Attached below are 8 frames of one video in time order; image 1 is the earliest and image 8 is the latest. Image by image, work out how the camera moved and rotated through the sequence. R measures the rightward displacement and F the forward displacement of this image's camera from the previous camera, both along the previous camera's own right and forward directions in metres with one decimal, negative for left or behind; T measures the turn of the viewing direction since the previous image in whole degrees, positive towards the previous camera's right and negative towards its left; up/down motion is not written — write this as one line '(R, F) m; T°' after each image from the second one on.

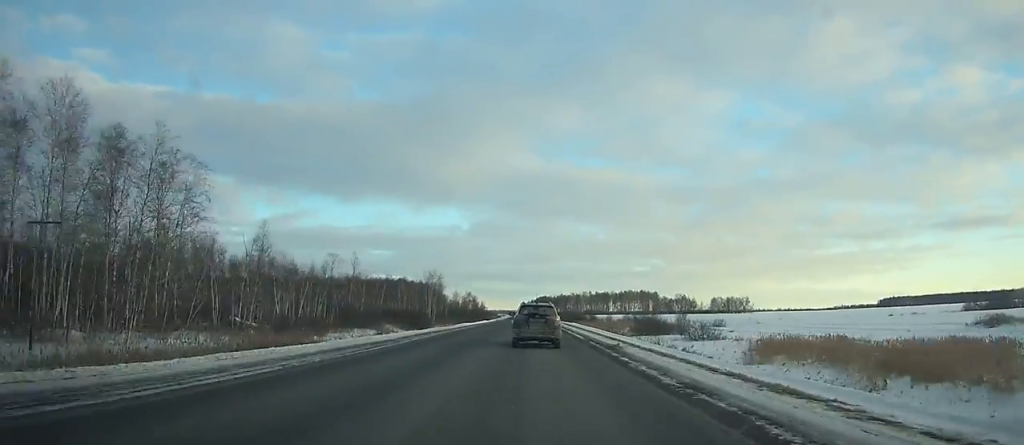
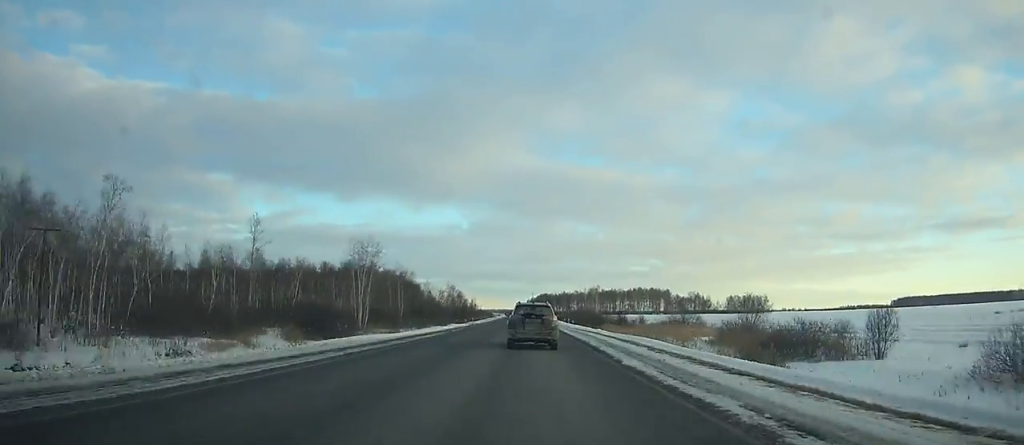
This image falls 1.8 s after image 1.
(0.0, +49.5) m; 0°
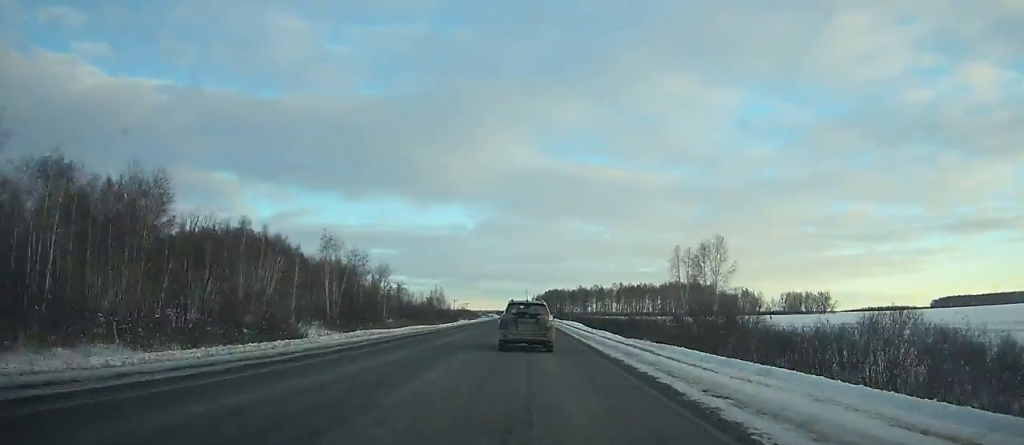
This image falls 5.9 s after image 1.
(-0.4, +111.7) m; 0°
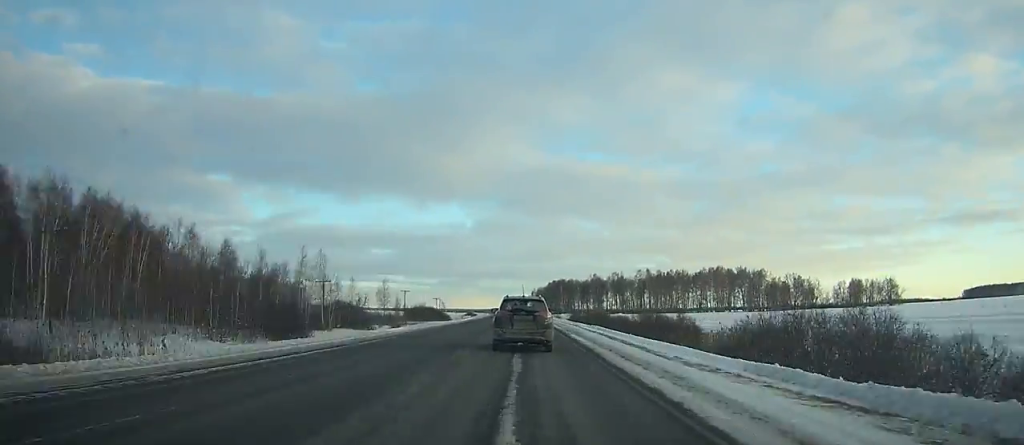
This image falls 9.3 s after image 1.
(-0.2, +90.9) m; 0°
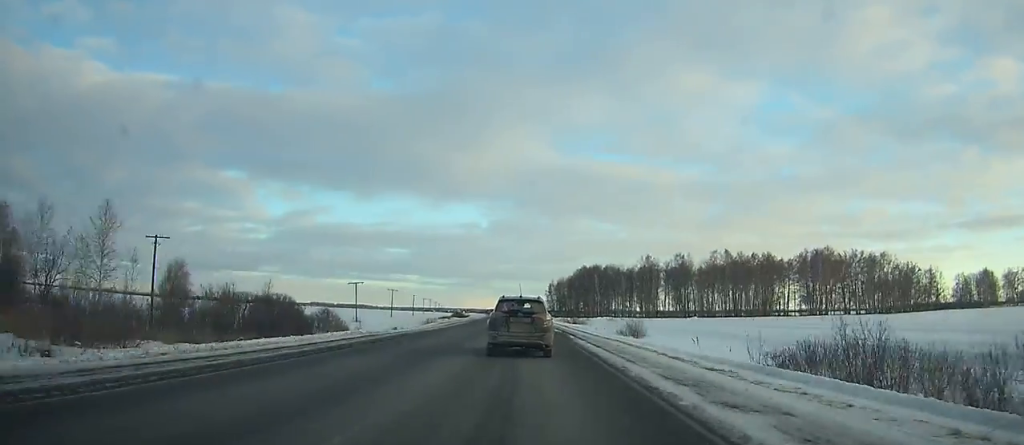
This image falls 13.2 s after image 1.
(-0.6, +101.9) m; -1°
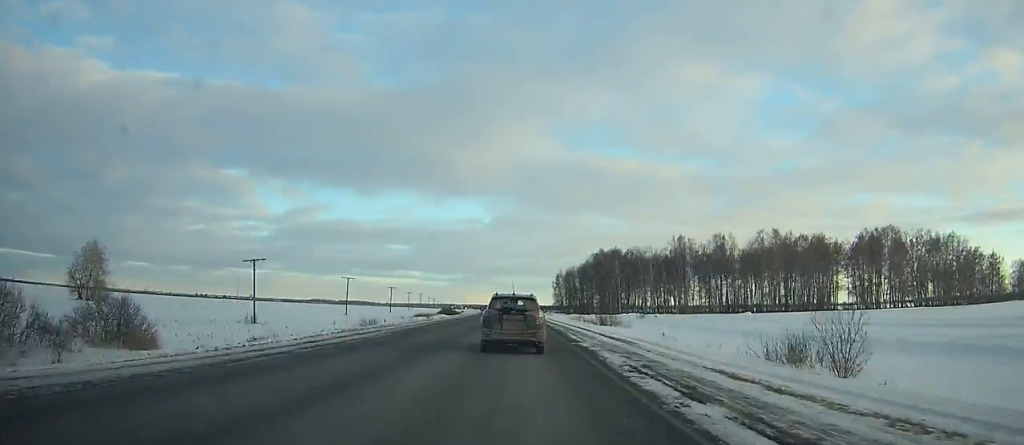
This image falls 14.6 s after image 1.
(-0.2, +36.0) m; -1°
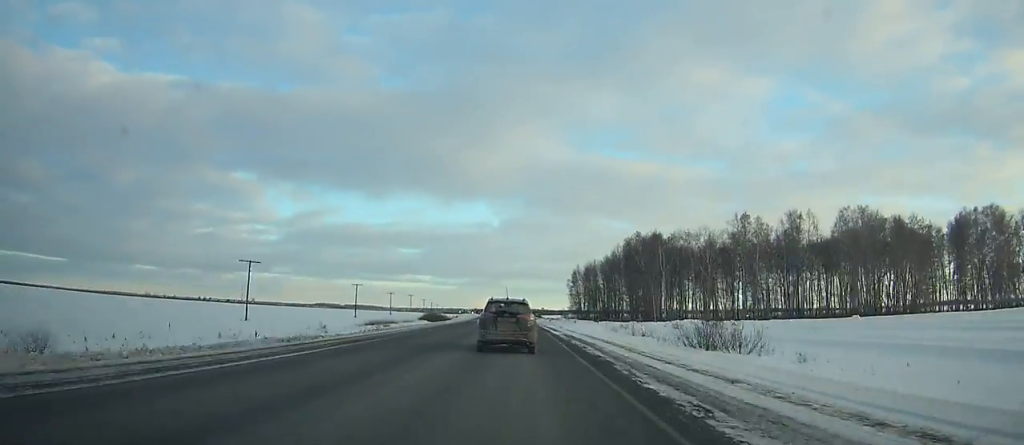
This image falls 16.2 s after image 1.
(0.0, +41.0) m; -1°
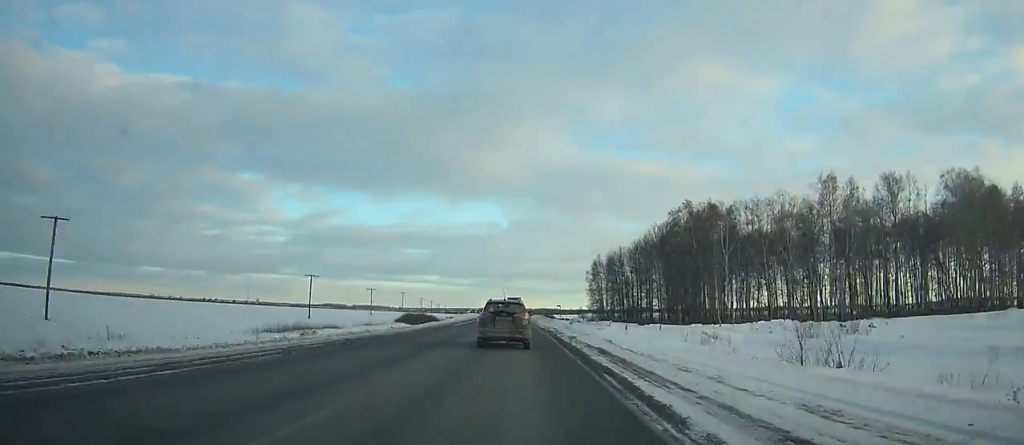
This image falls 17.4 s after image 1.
(-0.3, +30.7) m; -1°
